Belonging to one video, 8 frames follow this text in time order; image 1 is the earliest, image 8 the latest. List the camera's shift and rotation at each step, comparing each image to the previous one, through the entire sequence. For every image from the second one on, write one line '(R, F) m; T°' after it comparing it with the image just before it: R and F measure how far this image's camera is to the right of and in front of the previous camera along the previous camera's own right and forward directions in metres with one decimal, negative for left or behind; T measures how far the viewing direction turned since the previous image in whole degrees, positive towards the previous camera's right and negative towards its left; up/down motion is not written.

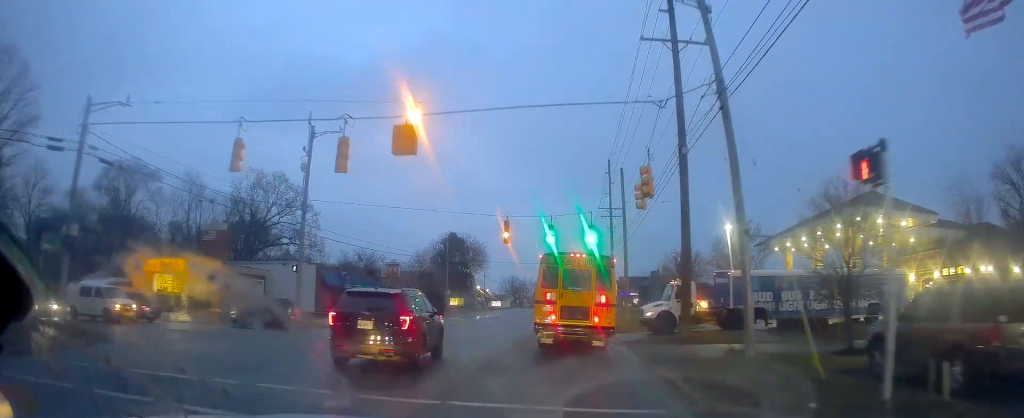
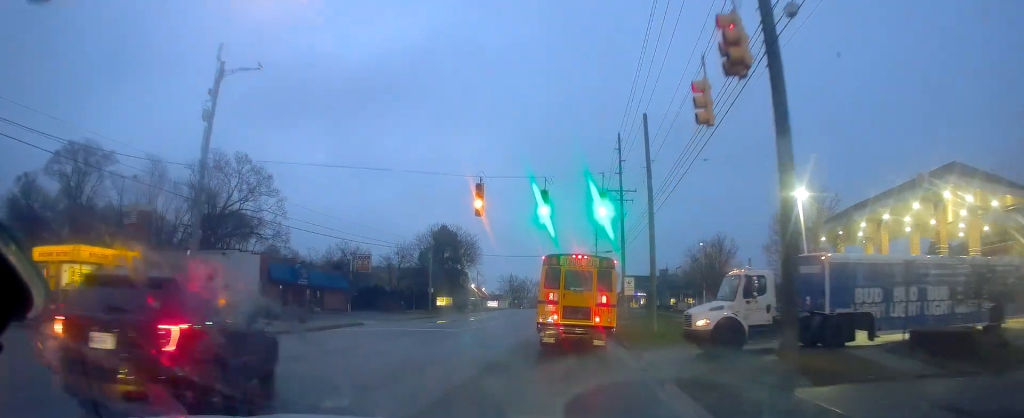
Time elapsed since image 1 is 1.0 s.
(-0.6, +11.3) m; +1°
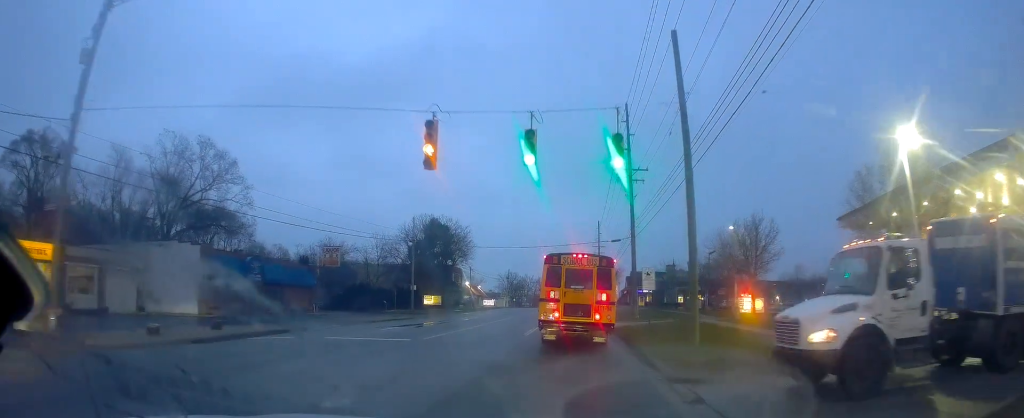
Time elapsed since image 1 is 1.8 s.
(+0.6, +8.7) m; +3°
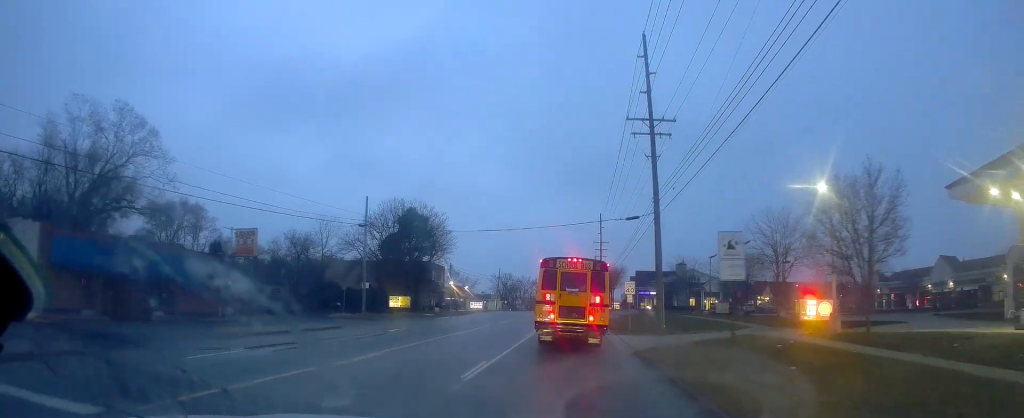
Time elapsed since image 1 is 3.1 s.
(0.0, +14.6) m; -1°
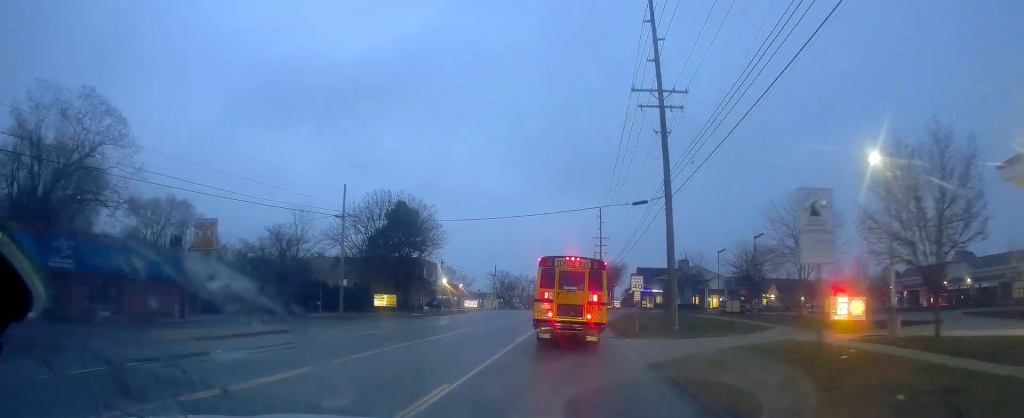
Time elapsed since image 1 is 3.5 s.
(-0.2, +4.7) m; 0°
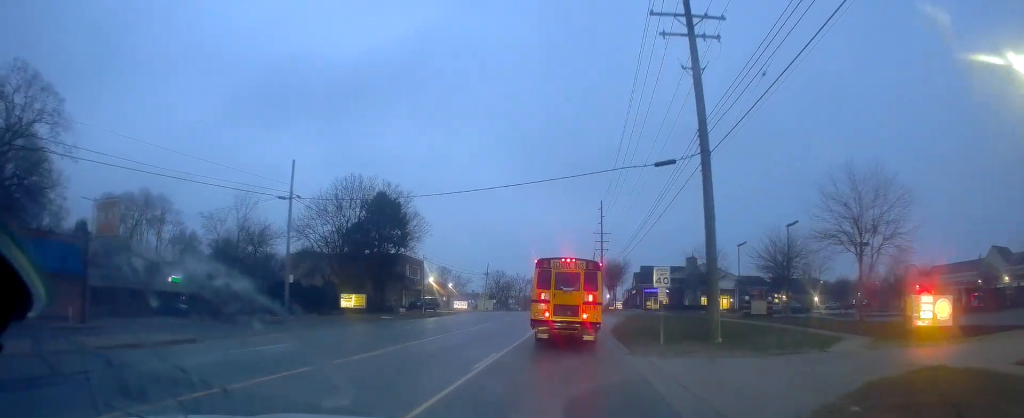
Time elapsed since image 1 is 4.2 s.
(-0.1, +8.8) m; +1°
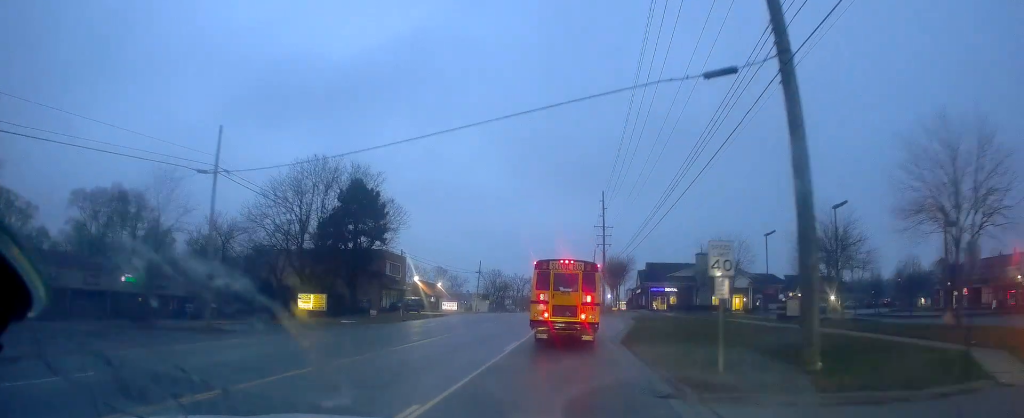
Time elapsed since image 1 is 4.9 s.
(+0.2, +8.6) m; +1°
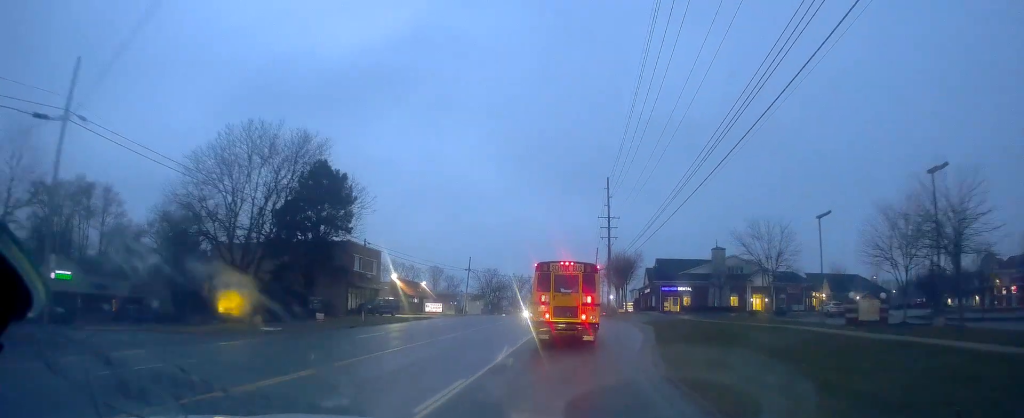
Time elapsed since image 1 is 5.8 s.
(0.0, +10.9) m; 0°
